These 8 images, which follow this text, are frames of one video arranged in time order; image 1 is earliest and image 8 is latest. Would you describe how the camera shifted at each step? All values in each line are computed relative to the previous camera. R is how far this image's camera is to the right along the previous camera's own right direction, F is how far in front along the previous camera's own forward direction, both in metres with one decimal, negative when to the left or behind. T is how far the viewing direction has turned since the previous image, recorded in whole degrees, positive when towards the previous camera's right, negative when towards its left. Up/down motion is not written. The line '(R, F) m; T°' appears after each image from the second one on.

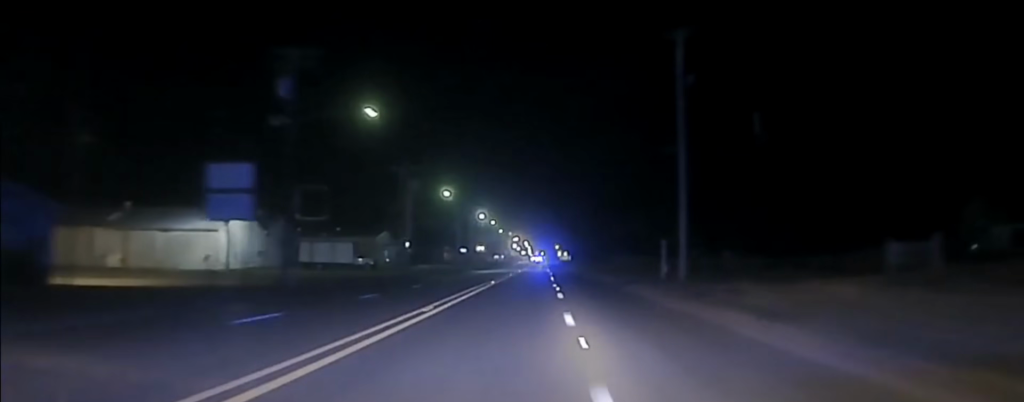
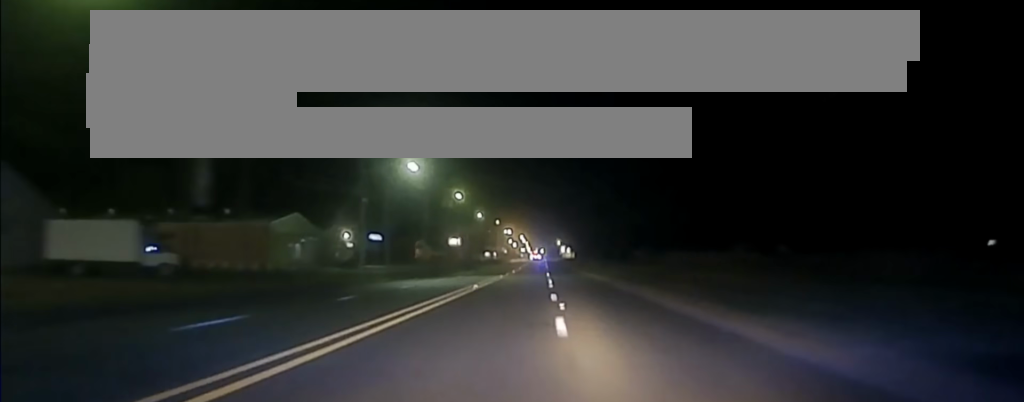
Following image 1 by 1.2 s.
(+0.2, +57.1) m; 0°
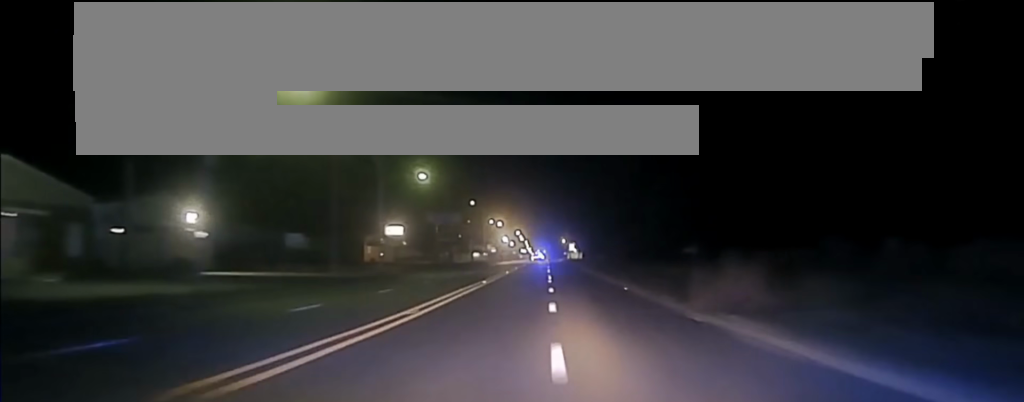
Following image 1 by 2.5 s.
(0.0, +68.1) m; 0°
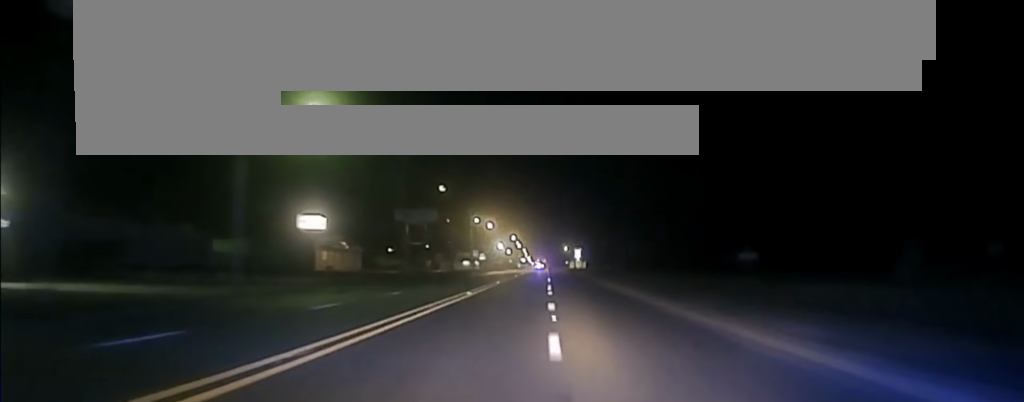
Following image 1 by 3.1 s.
(0.0, +39.1) m; 0°
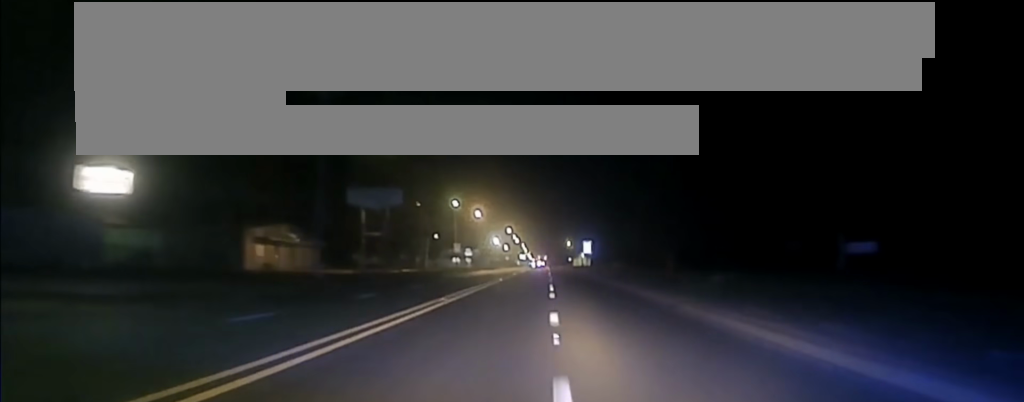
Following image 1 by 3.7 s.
(0.0, +33.7) m; 0°
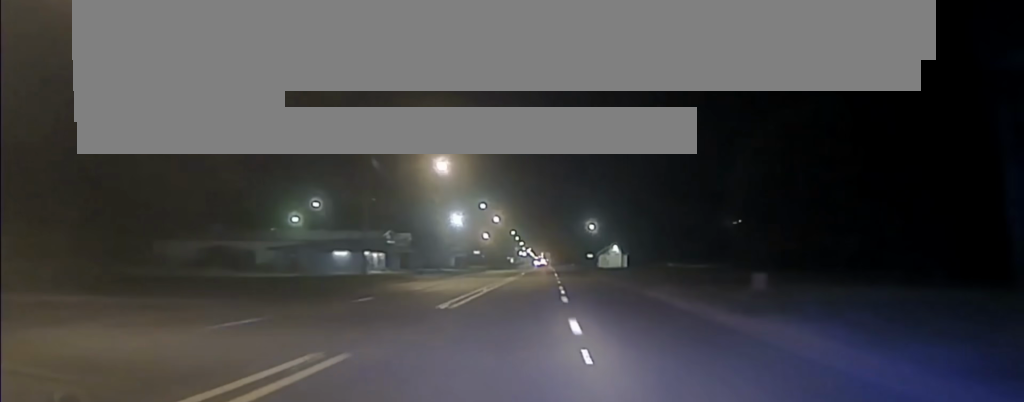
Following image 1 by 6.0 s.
(-0.6, +128.5) m; 0°
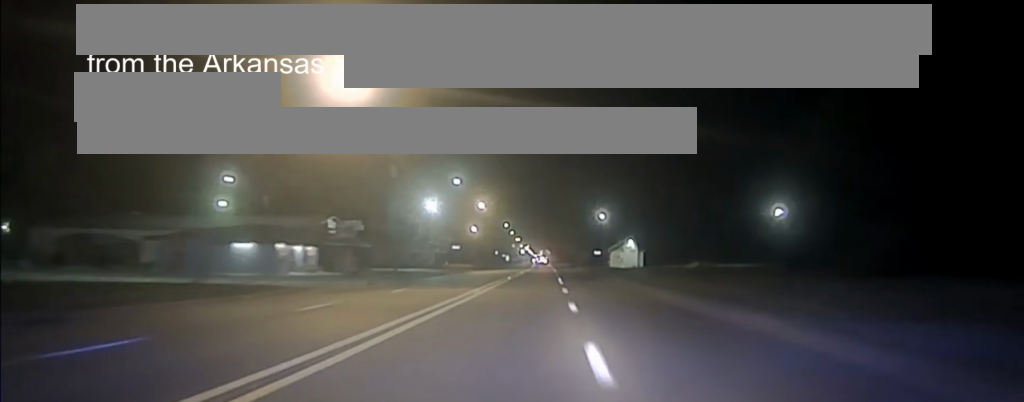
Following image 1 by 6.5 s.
(0.0, +29.0) m; 0°
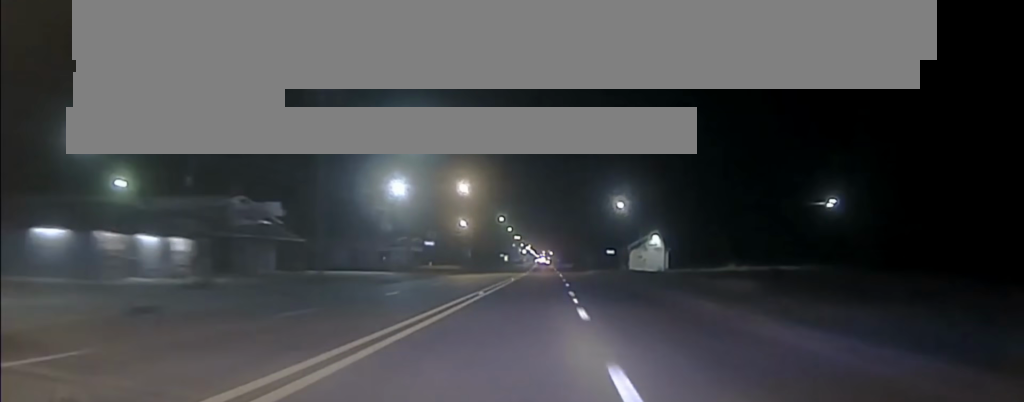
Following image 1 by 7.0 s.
(-0.2, +24.4) m; 0°
